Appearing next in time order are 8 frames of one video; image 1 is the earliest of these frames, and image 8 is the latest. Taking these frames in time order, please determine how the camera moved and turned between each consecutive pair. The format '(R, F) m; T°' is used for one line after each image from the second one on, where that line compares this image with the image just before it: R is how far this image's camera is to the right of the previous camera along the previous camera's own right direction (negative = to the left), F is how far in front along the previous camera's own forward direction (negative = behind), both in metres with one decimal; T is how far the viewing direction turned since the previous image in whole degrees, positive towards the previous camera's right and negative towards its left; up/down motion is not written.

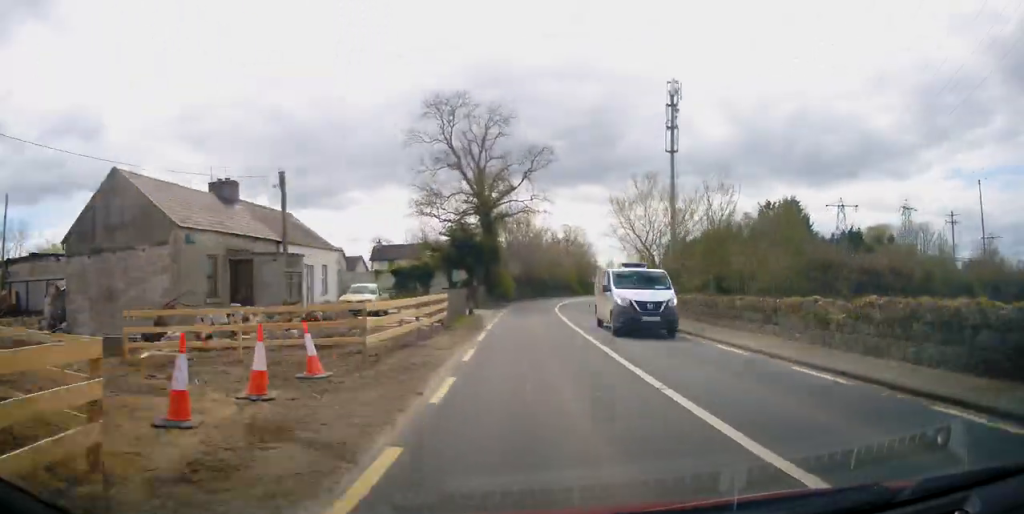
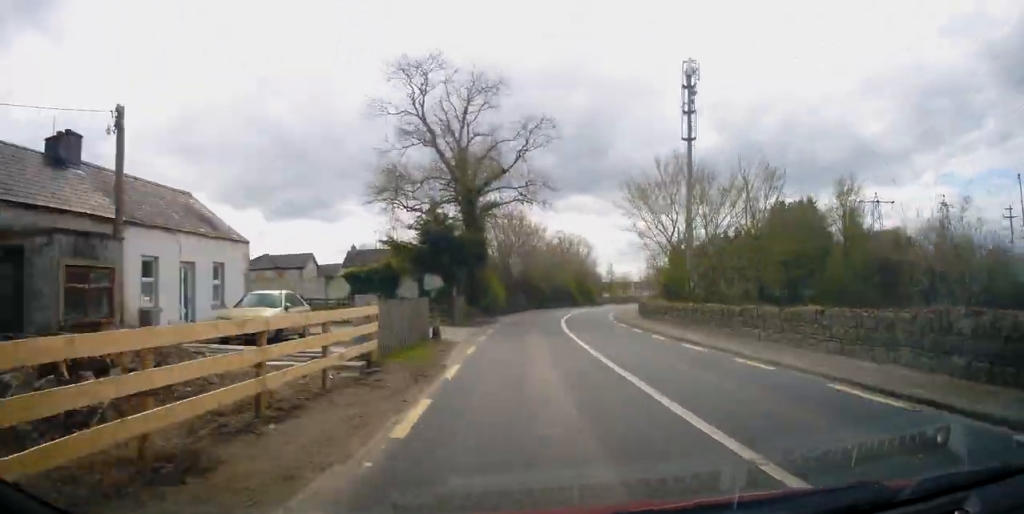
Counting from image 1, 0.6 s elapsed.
(0.0, +9.8) m; 0°
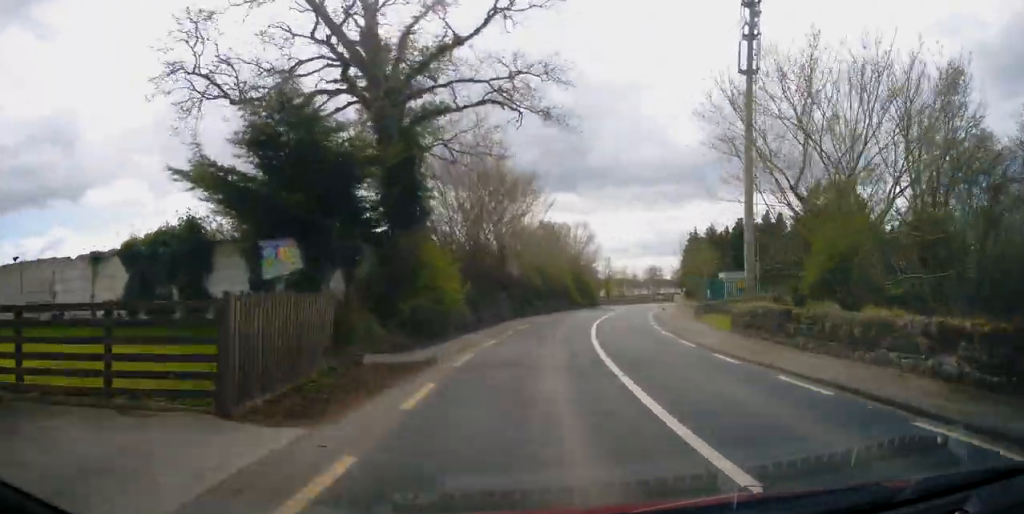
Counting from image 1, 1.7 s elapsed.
(0.0, +18.9) m; +2°
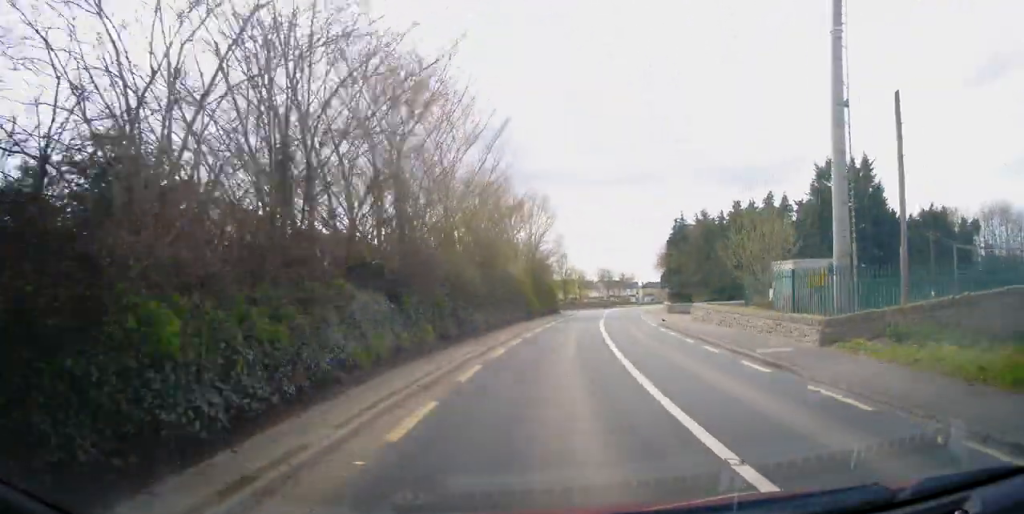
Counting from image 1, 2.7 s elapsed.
(+0.6, +17.6) m; +5°
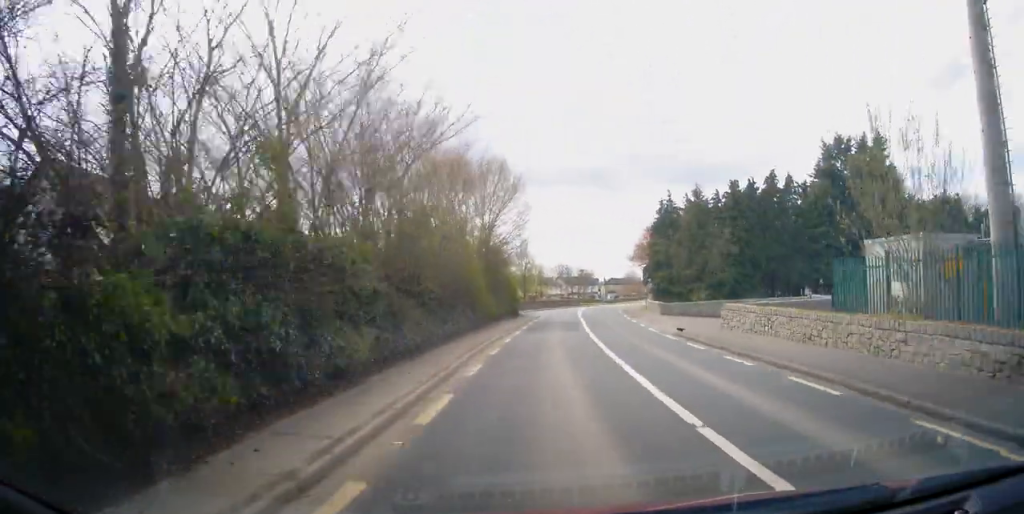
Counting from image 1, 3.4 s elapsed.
(+0.3, +11.3) m; +3°
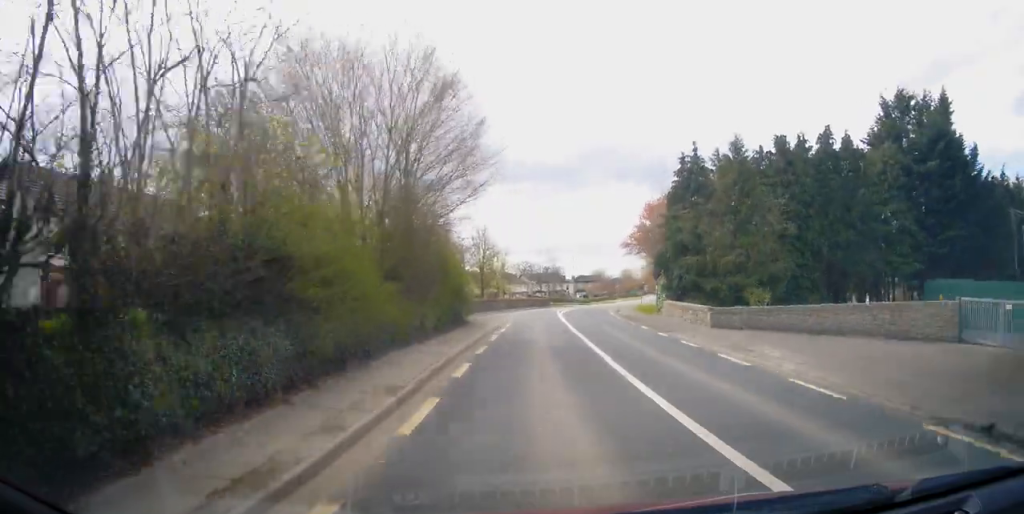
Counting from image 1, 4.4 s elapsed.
(+0.3, +16.8) m; +4°
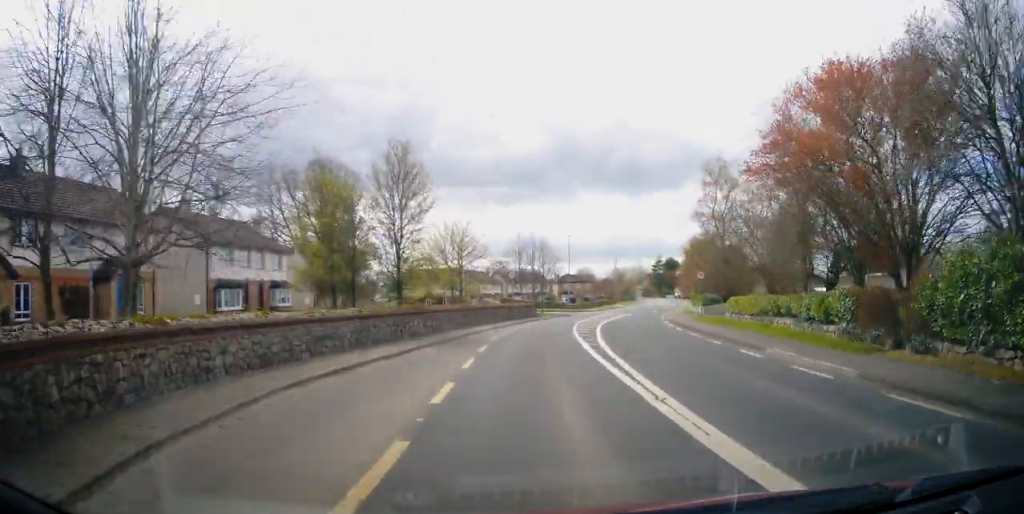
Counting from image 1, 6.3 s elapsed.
(+2.3, +30.7) m; +5°
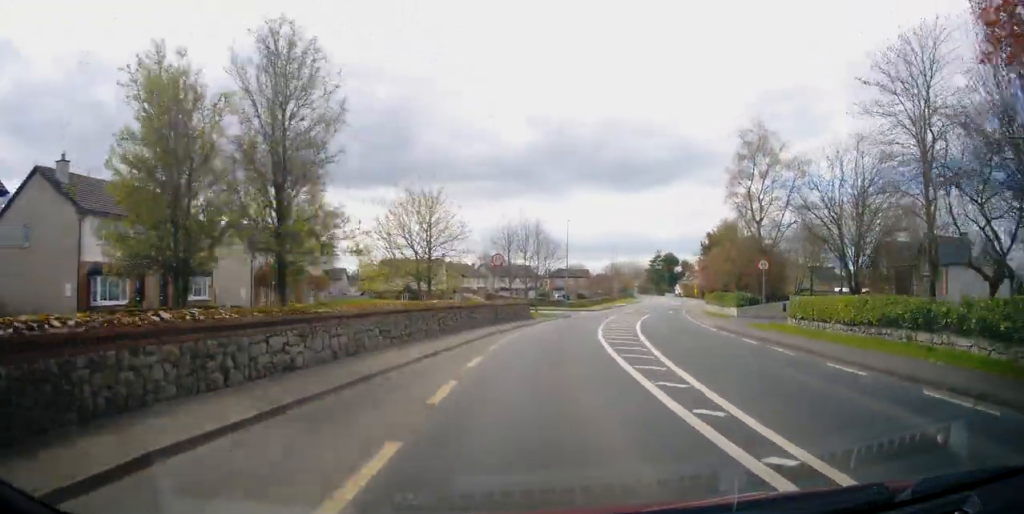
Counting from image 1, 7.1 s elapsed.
(-0.2, +12.2) m; +1°
